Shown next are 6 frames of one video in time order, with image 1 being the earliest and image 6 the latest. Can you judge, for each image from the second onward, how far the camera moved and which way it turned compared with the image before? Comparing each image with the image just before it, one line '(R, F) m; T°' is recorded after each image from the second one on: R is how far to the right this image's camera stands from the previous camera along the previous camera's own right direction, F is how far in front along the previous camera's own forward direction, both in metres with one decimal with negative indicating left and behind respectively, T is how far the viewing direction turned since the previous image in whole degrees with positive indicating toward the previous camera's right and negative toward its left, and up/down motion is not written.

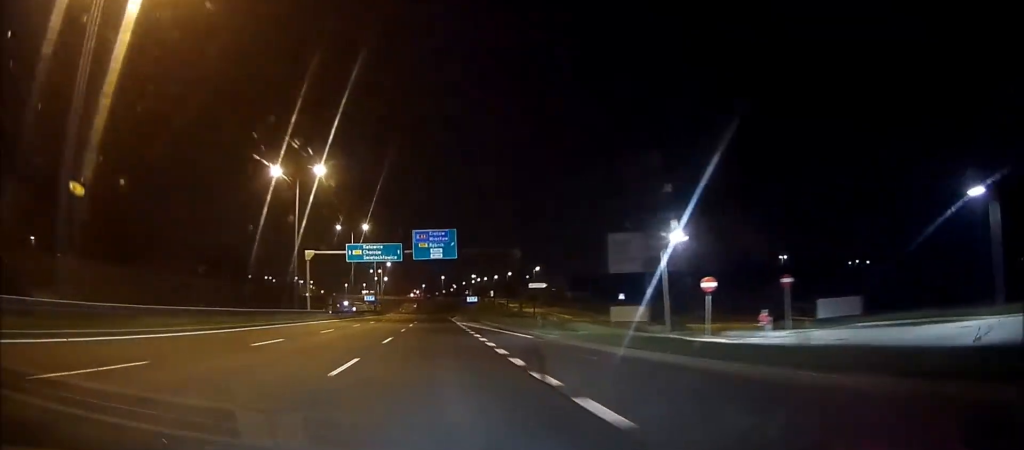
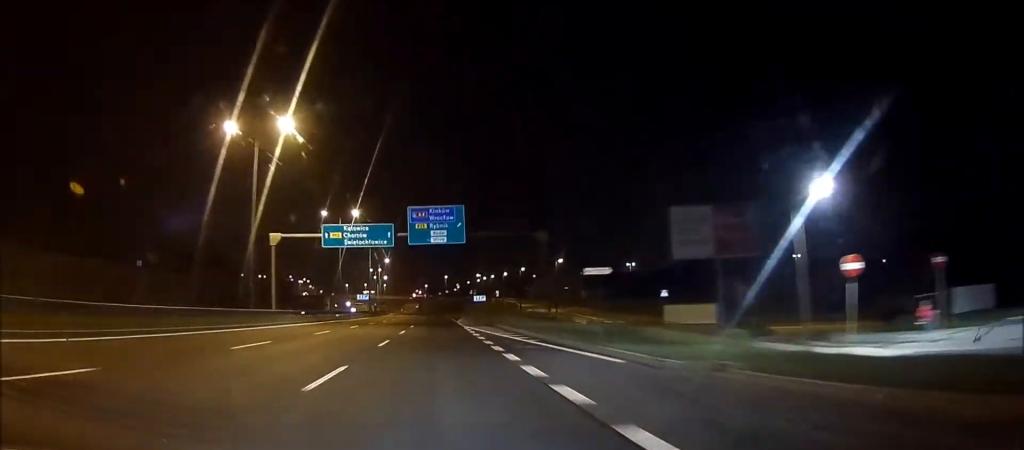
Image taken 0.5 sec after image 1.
(-0.1, +14.1) m; 0°
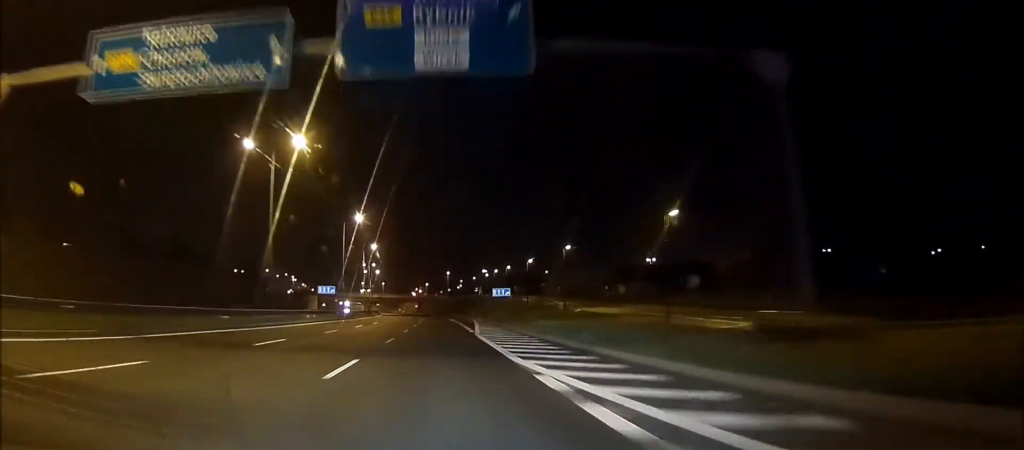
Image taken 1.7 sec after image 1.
(0.0, +33.9) m; 0°
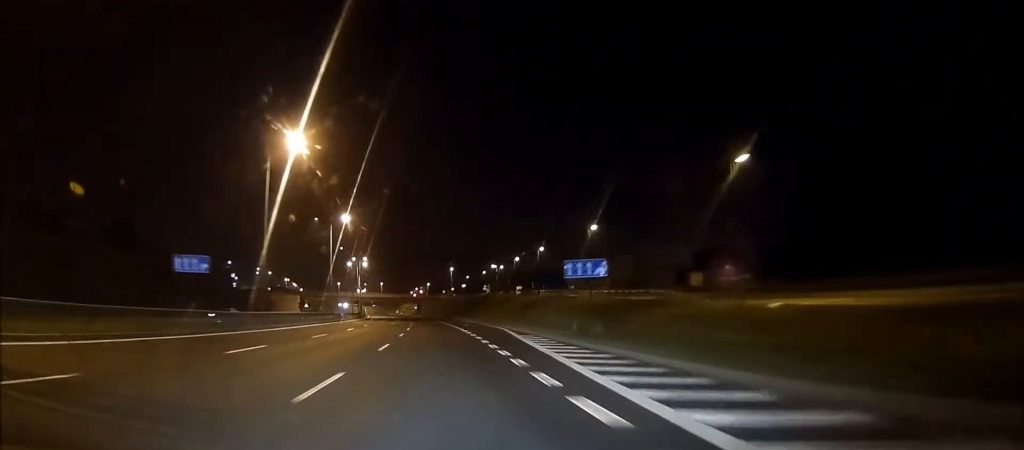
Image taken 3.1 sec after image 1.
(0.0, +38.6) m; 0°
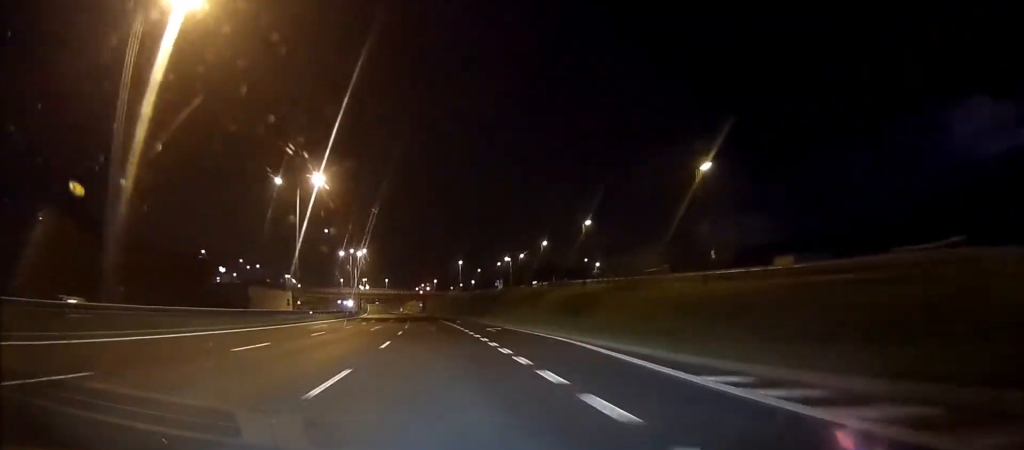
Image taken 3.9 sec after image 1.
(0.0, +23.6) m; 0°
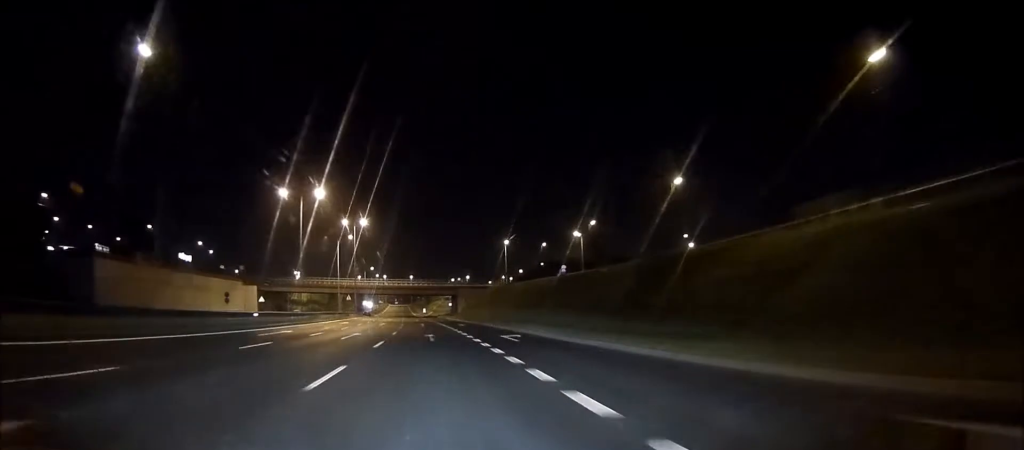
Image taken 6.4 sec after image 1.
(0.0, +69.8) m; 0°
